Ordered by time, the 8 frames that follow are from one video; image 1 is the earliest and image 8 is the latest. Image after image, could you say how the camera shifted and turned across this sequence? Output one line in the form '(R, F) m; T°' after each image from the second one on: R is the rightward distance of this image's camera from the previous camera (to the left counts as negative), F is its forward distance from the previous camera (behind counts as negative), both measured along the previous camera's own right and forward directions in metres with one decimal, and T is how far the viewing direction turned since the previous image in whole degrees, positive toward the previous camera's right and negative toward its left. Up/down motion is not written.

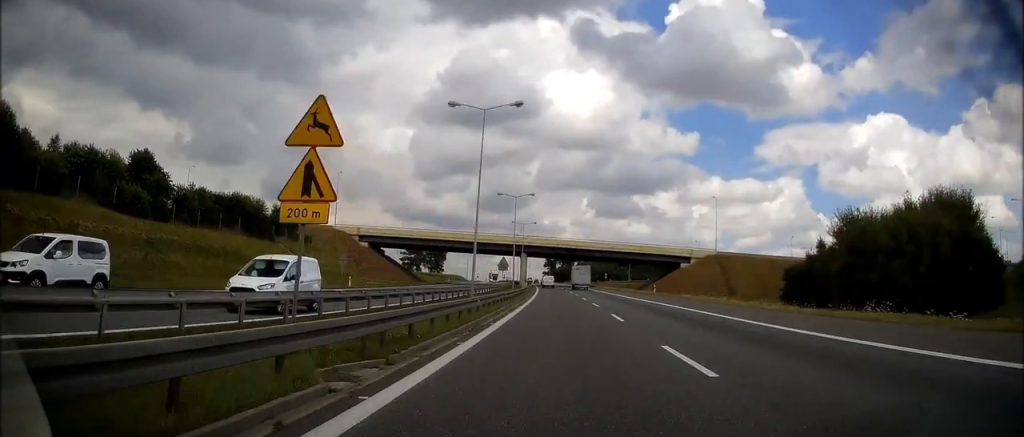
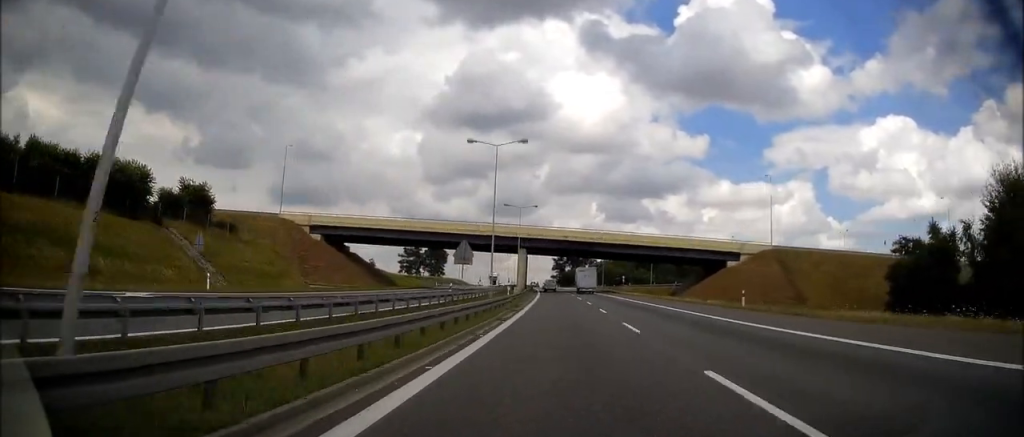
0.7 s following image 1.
(-0.3, +27.3) m; -1°
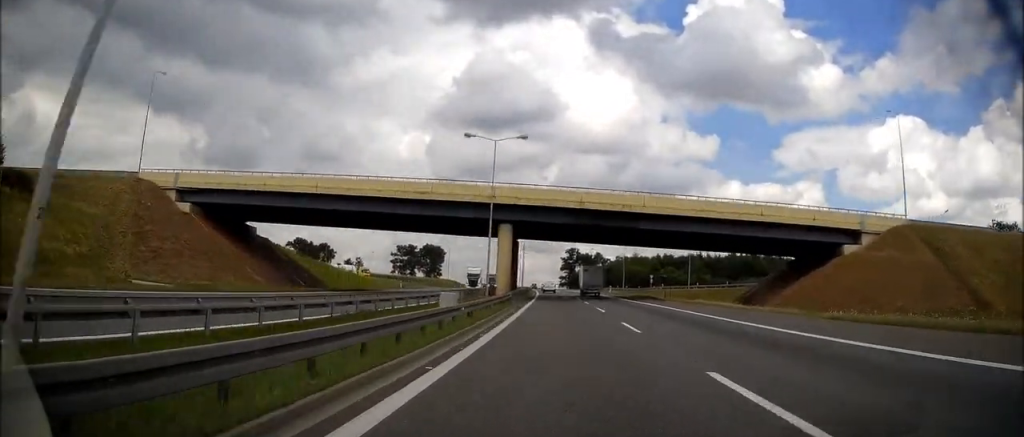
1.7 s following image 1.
(-0.1, +36.1) m; -1°
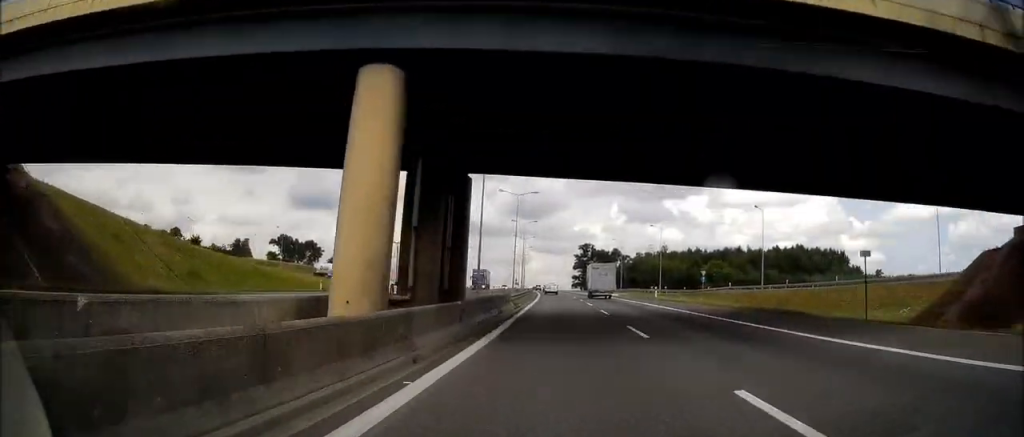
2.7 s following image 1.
(-0.4, +37.3) m; -1°
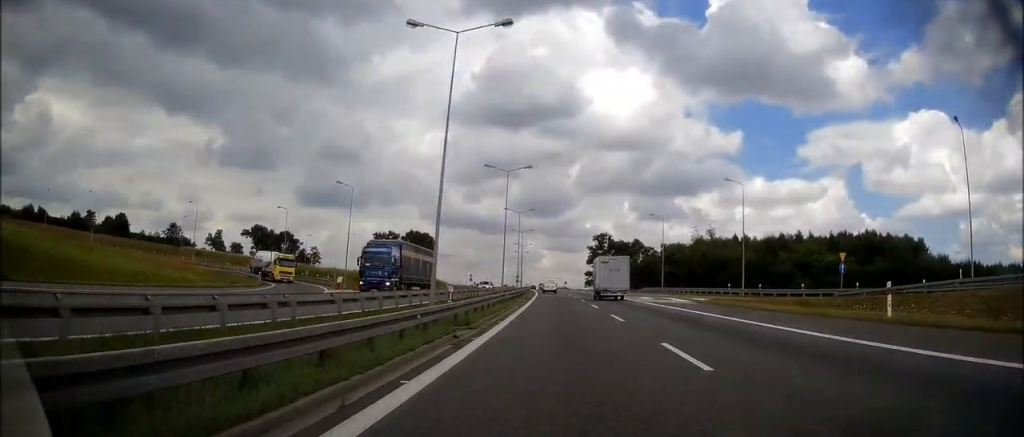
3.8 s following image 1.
(-0.6, +42.3) m; -1°
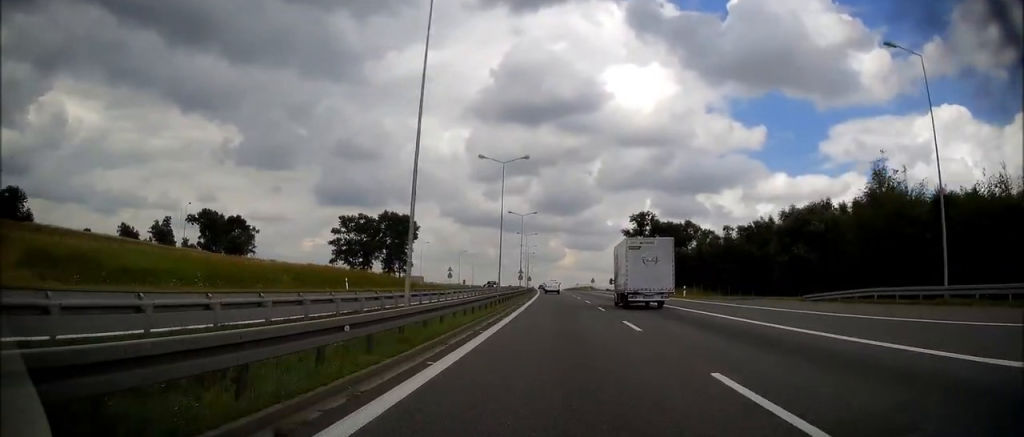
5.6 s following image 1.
(-1.3, +64.4) m; -2°
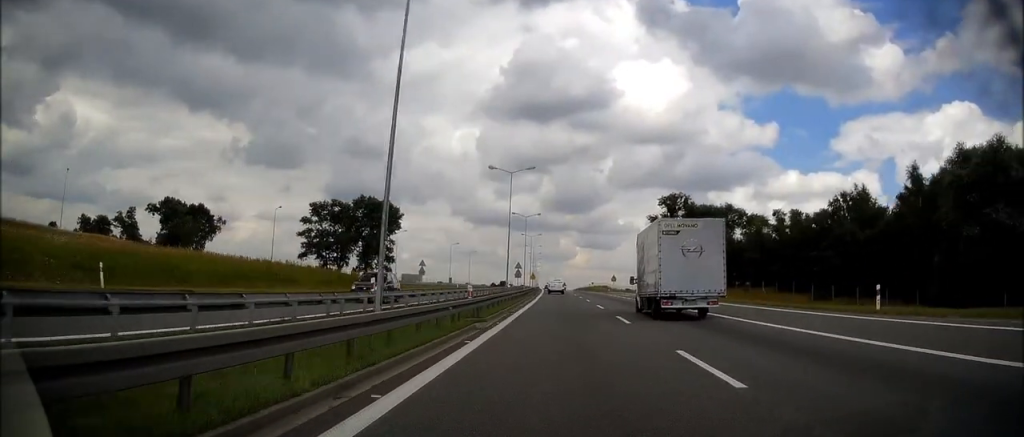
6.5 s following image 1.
(-0.2, +33.2) m; -1°
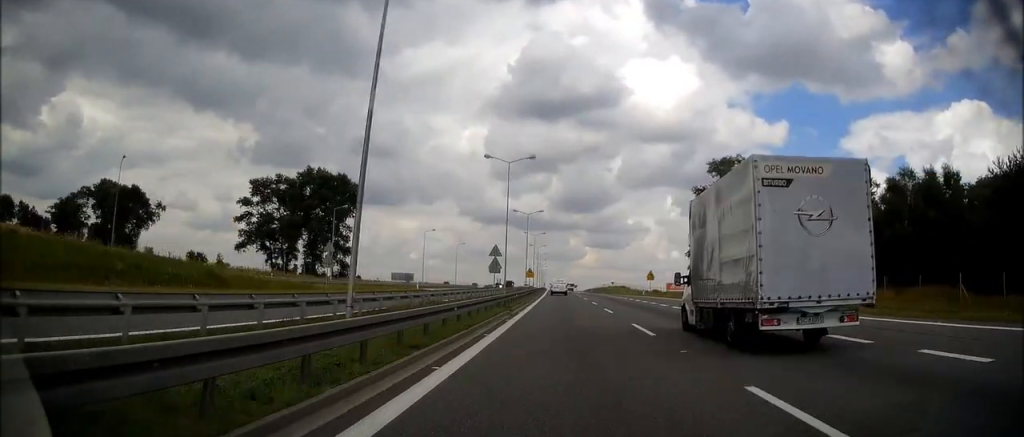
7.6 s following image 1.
(-0.3, +40.3) m; -1°
